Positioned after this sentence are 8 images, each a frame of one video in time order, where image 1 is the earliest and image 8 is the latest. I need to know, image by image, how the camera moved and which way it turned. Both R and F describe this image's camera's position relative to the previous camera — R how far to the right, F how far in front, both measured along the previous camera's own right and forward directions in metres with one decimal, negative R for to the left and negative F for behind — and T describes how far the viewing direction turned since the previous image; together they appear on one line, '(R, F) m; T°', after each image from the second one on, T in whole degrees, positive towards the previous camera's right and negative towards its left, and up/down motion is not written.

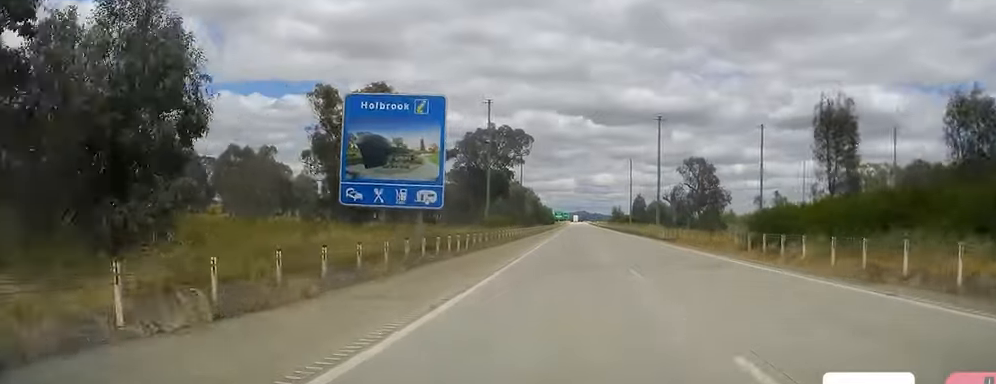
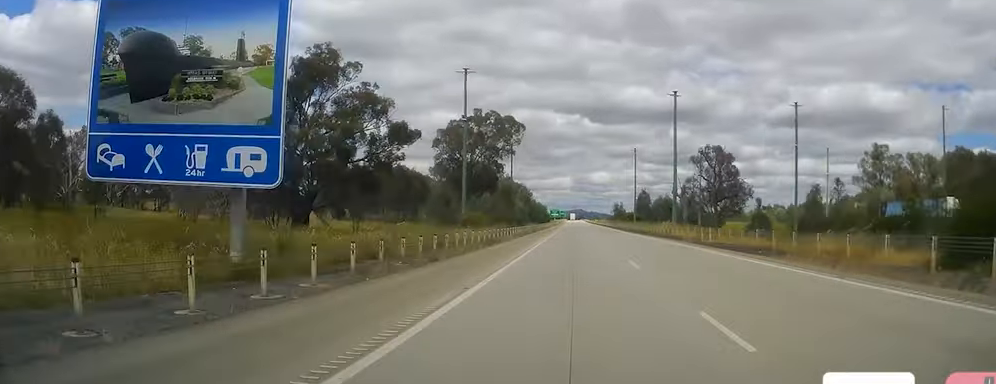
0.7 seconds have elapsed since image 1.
(+0.2, +21.0) m; 0°
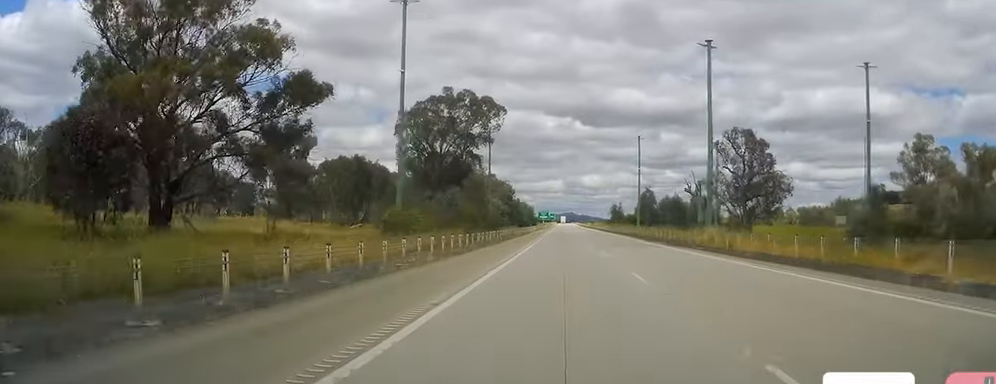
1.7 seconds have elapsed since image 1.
(-0.4, +28.6) m; 0°
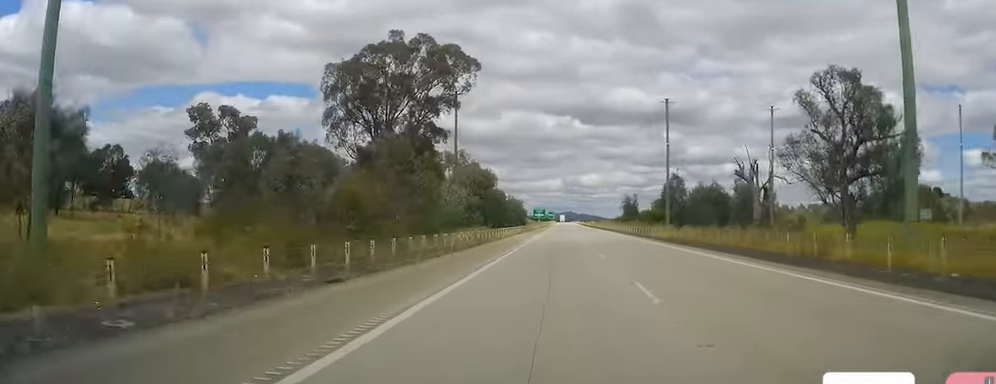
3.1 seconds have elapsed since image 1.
(+0.4, +40.2) m; +1°
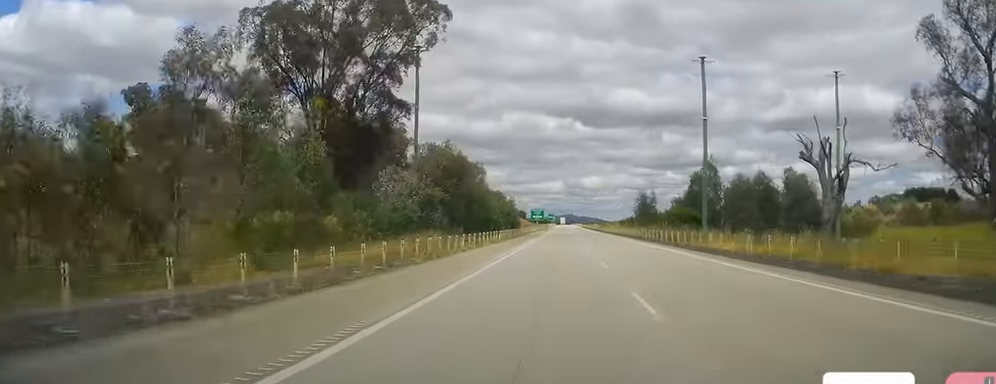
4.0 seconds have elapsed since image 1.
(+0.1, +25.8) m; 0°
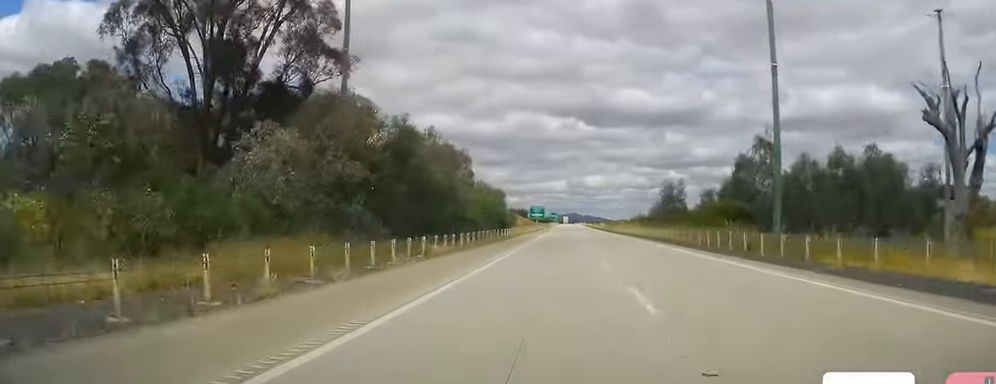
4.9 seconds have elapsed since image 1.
(+0.1, +23.9) m; 0°
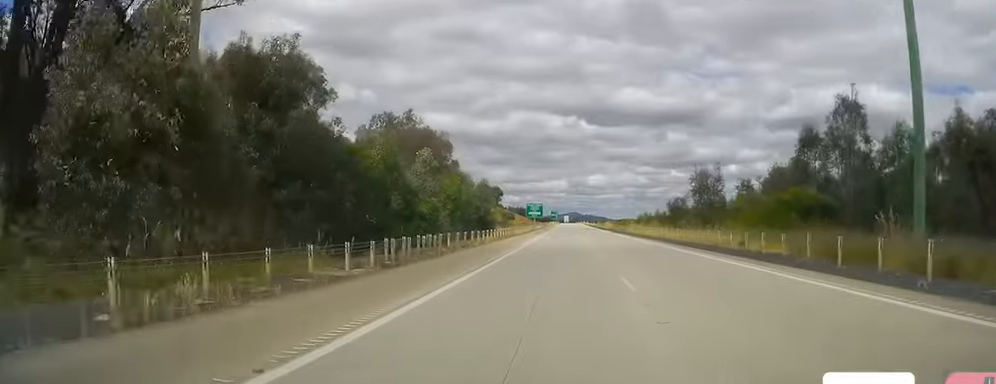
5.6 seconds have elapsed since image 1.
(-0.1, +20.1) m; 0°
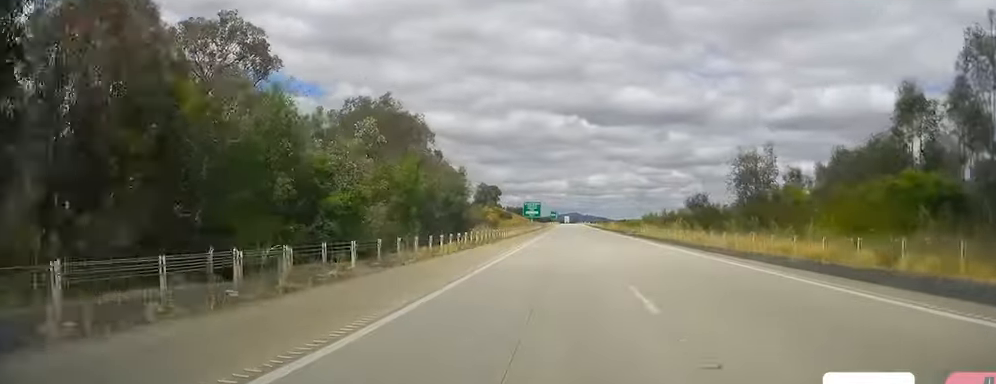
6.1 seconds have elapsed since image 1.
(+0.1, +16.2) m; -1°
